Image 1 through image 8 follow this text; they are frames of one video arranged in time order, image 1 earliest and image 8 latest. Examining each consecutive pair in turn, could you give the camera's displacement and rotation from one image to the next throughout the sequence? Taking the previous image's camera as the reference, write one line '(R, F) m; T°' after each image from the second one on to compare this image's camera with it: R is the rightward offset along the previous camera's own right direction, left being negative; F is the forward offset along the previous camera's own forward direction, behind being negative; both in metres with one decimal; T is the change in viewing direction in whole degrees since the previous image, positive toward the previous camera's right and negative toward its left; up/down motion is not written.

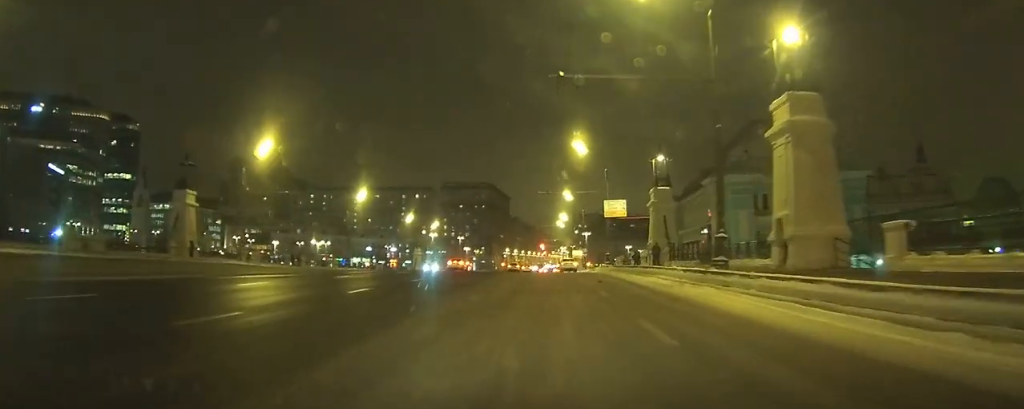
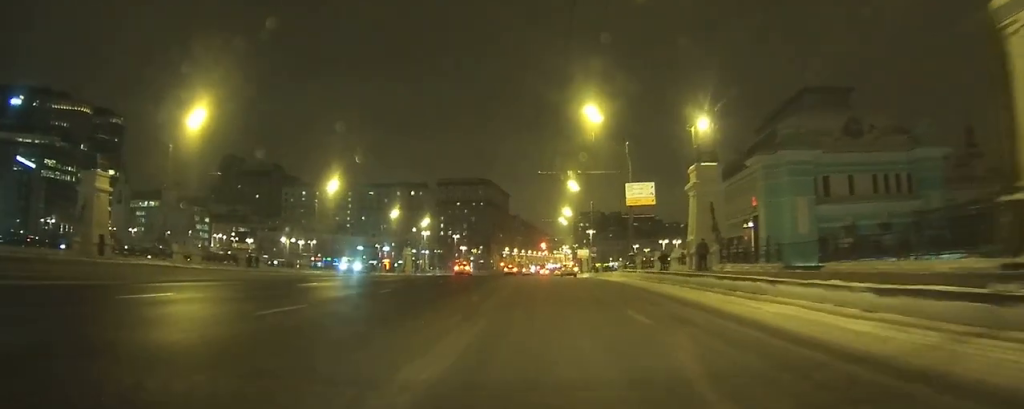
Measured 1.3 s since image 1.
(+0.3, +14.2) m; +2°
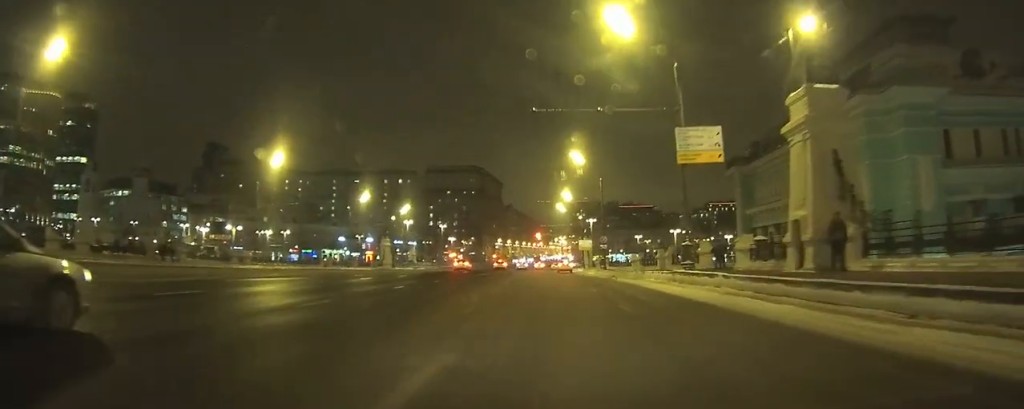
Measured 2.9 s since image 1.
(+0.3, +17.0) m; +2°
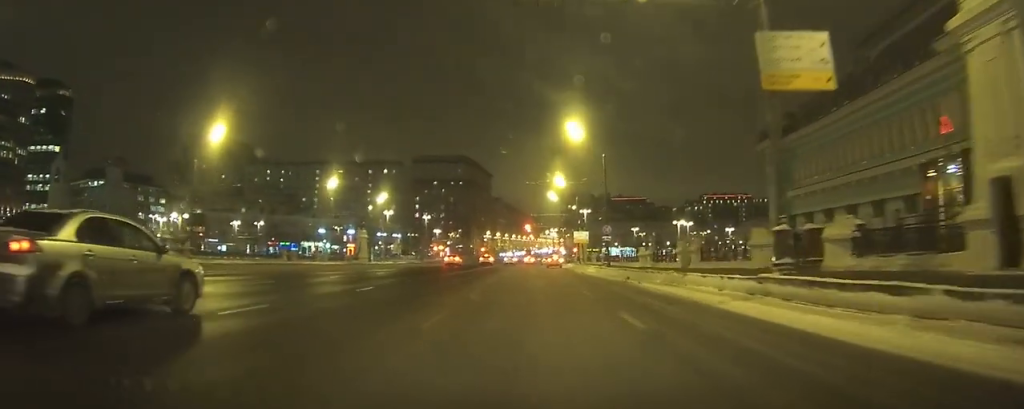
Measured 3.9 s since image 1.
(0.0, +11.3) m; +1°
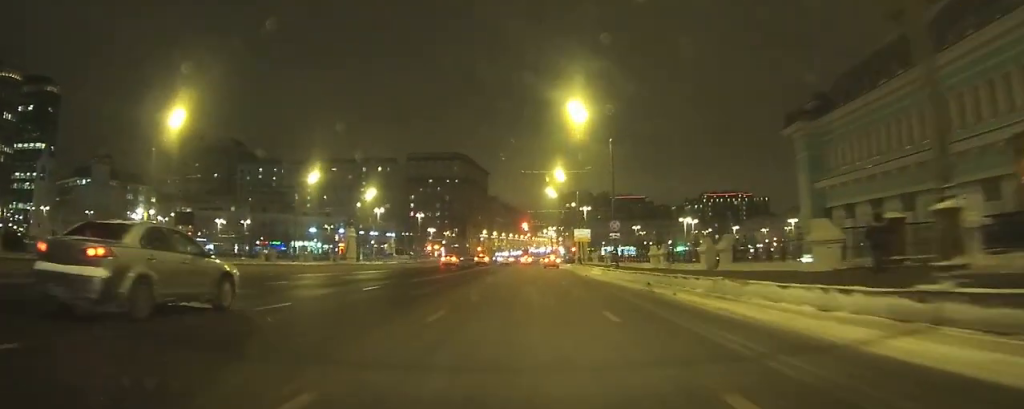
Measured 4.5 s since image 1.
(0.0, +6.6) m; 0°
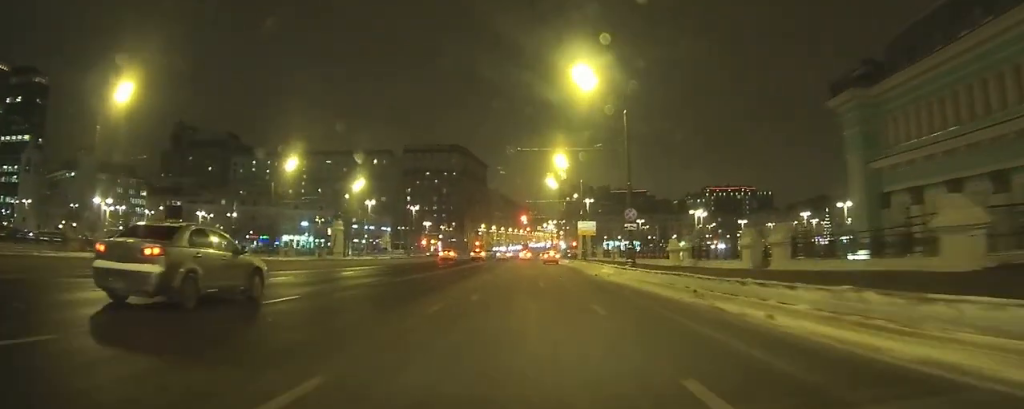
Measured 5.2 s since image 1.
(0.0, +7.4) m; 0°
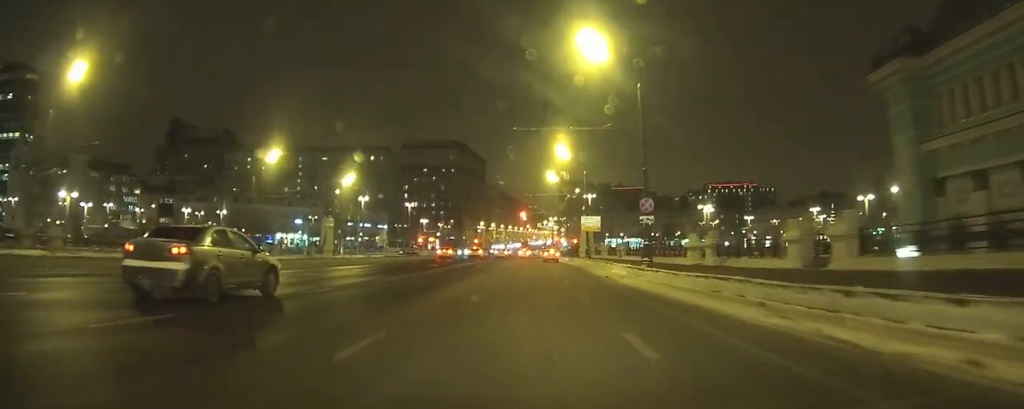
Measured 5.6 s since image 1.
(0.0, +5.2) m; 0°
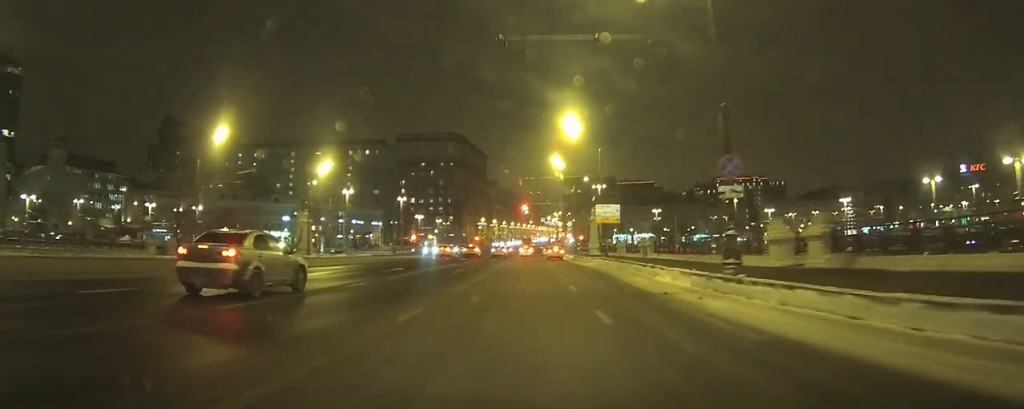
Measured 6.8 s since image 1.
(-0.1, +12.5) m; -1°
